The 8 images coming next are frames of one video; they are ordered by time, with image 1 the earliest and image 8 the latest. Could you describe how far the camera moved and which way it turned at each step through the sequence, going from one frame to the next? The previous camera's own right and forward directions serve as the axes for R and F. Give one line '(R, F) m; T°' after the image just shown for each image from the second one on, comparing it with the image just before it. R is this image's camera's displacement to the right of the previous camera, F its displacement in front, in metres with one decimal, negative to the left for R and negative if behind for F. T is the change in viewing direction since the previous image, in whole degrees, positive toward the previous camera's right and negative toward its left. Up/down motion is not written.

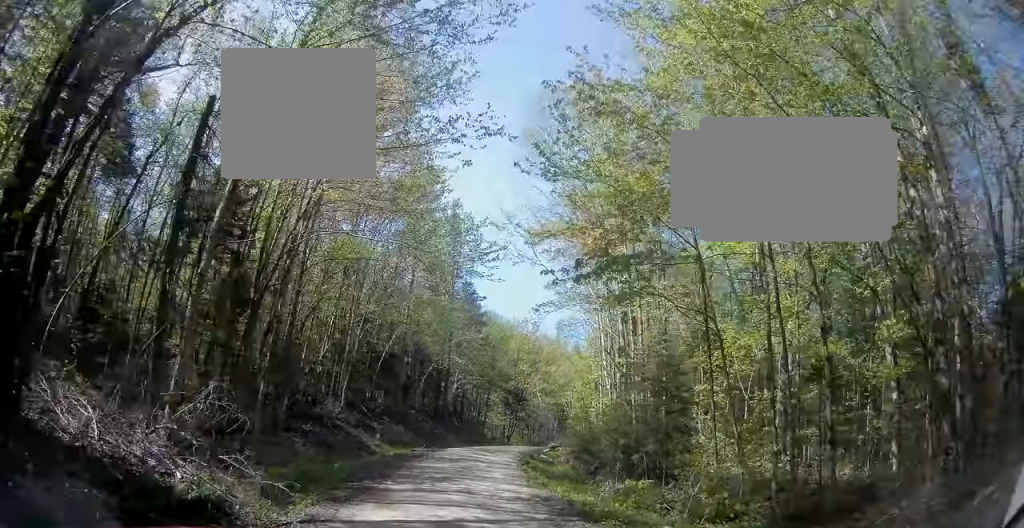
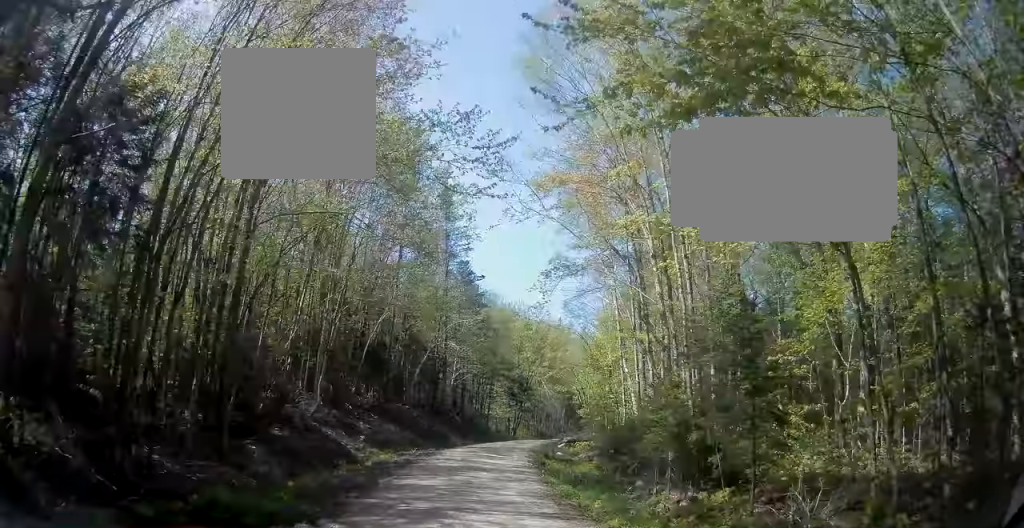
(0.0, +5.4) m; 0°
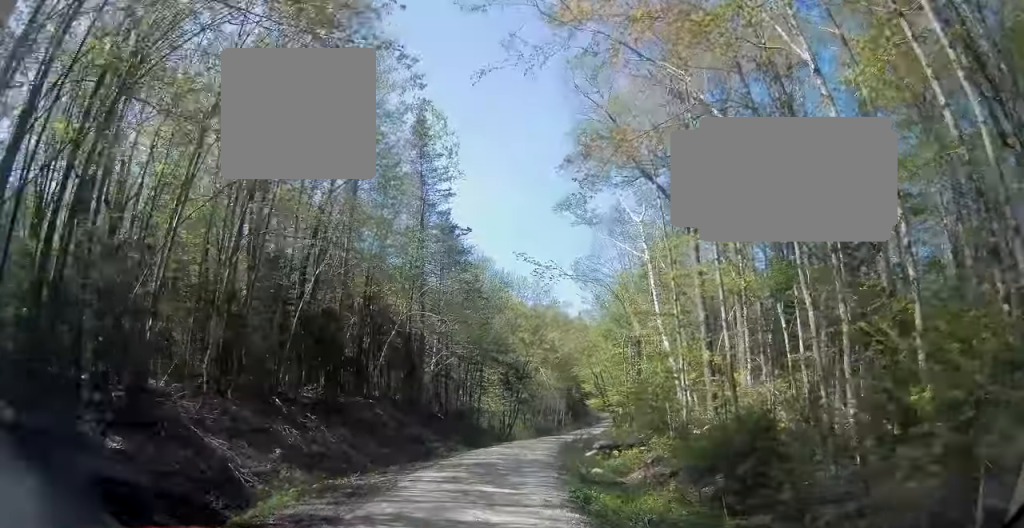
(-0.1, +11.3) m; 0°
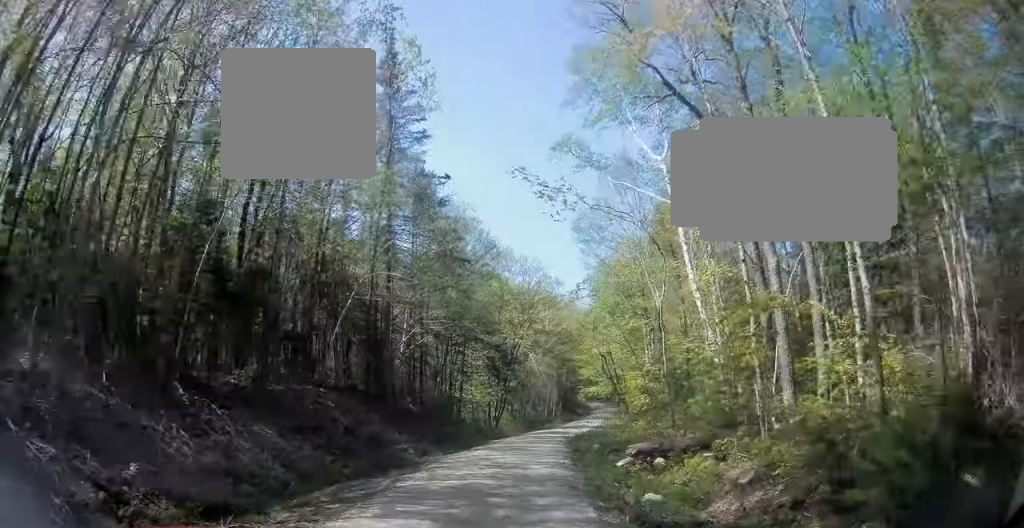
(0.0, +7.7) m; 0°
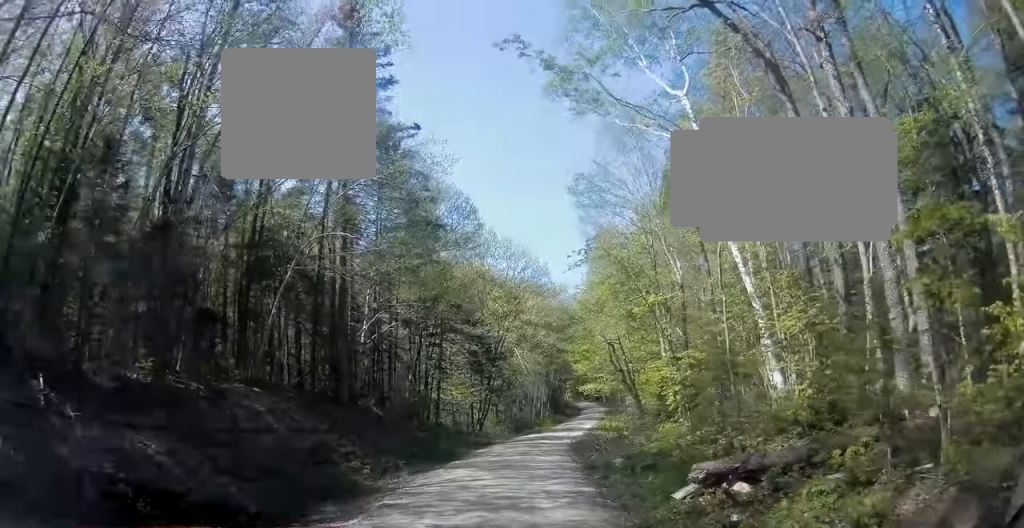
(+0.1, +6.5) m; +1°
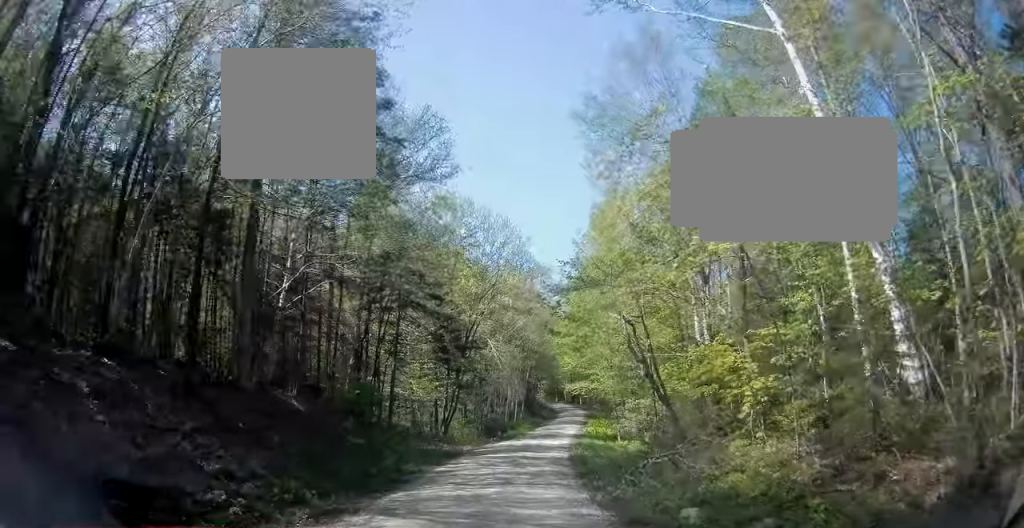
(-0.2, +8.3) m; +3°
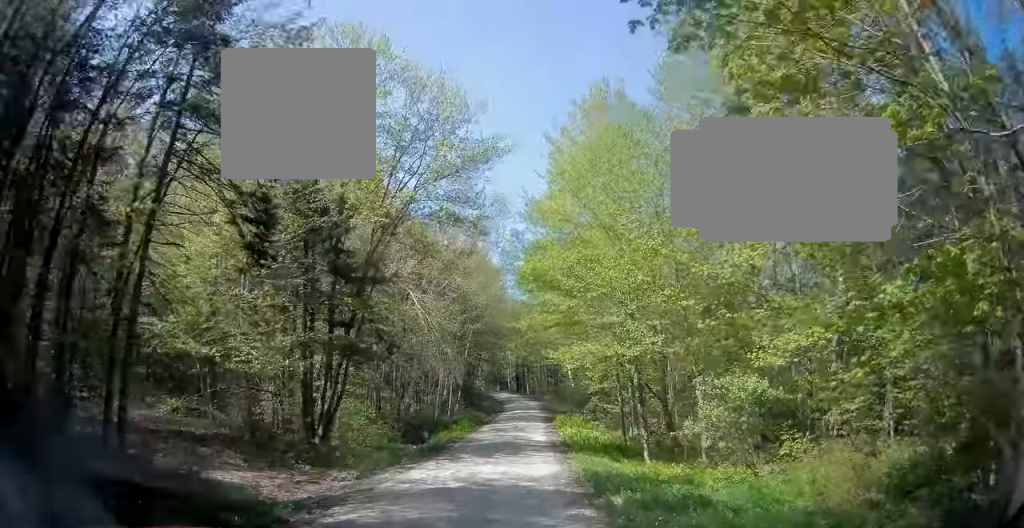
(+1.7, +18.7) m; +11°
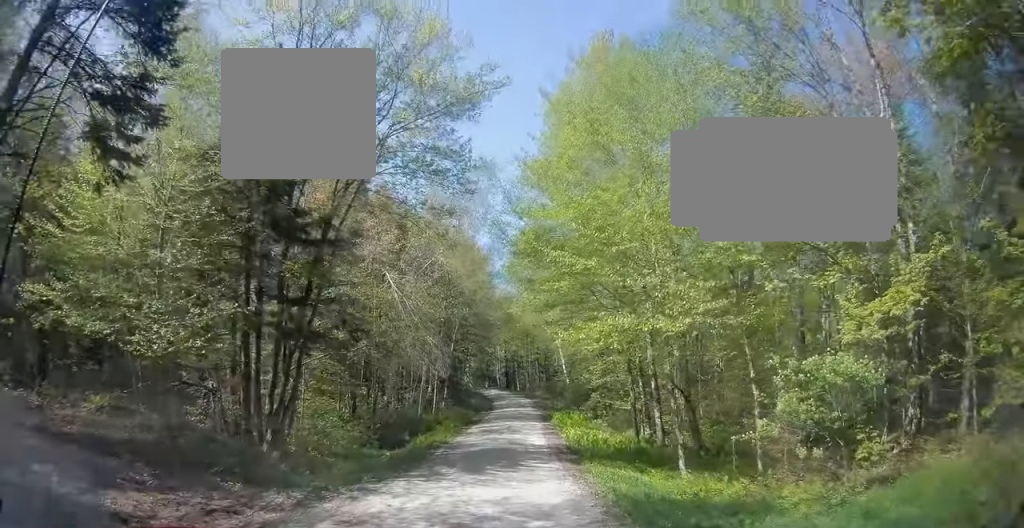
(+0.4, +4.7) m; +2°
